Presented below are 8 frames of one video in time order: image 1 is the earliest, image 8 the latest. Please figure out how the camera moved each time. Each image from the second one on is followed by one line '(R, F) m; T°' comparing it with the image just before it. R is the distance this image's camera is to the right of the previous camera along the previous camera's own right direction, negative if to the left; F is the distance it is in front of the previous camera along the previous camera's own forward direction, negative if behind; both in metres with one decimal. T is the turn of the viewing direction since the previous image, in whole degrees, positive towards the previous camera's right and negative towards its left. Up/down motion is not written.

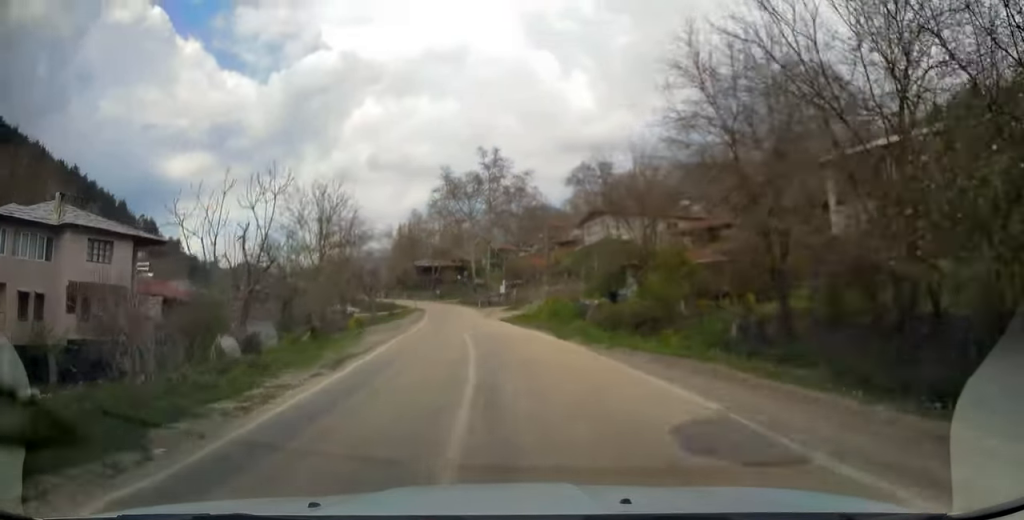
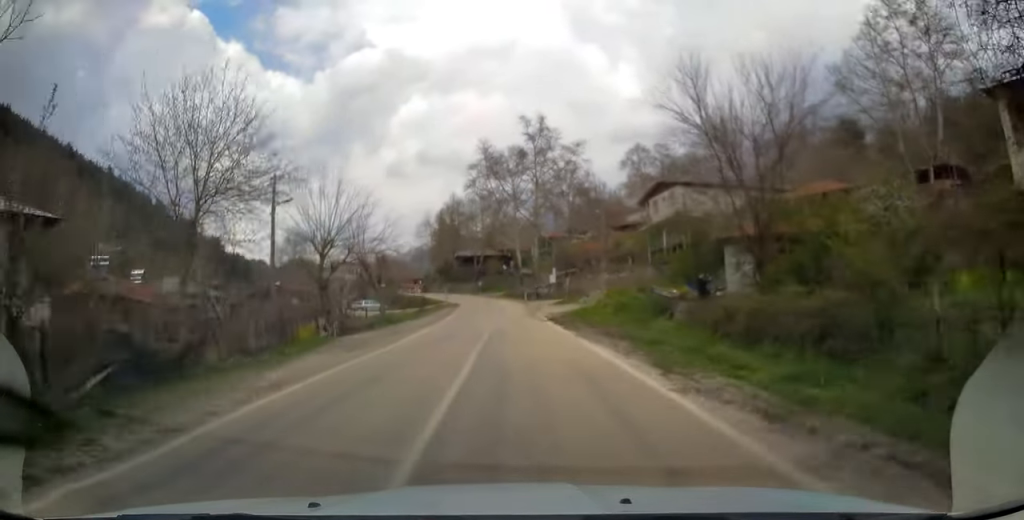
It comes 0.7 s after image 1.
(-0.5, +12.8) m; -5°
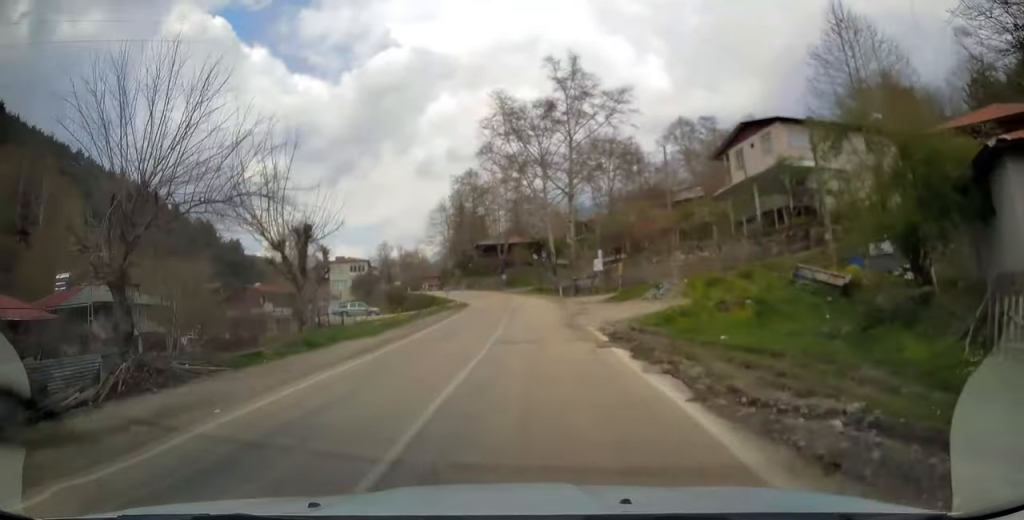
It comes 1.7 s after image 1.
(-1.0, +18.6) m; -5°
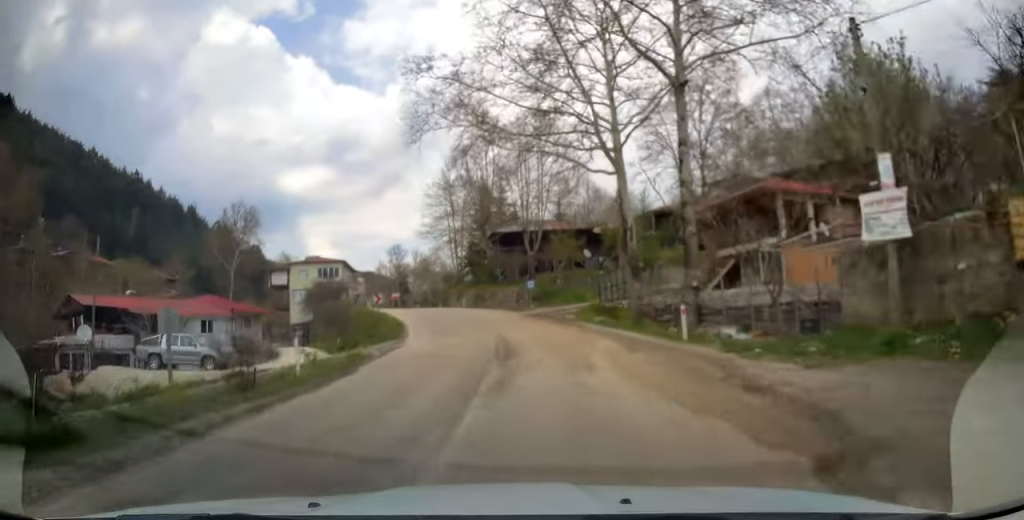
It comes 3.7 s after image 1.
(-2.1, +35.9) m; -7°
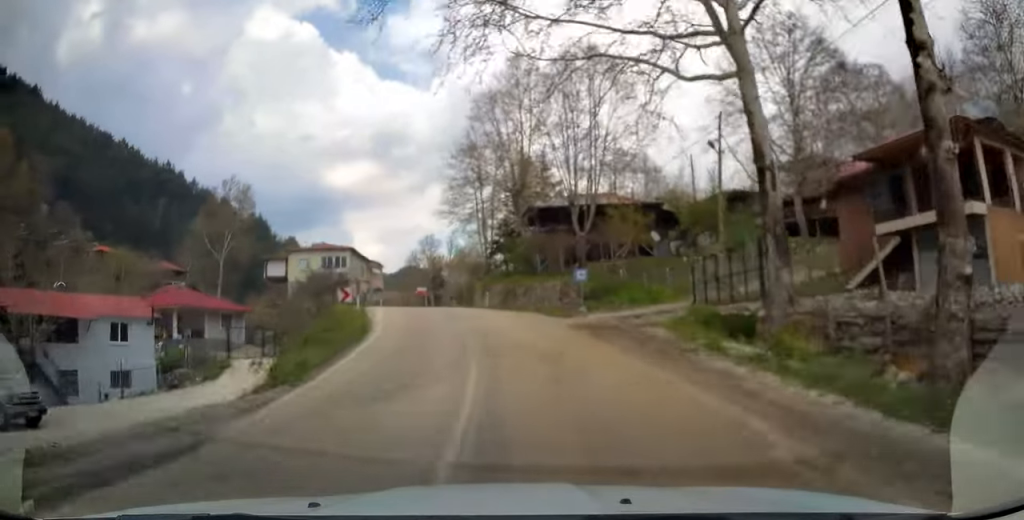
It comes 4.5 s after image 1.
(-0.2, +14.4) m; -4°
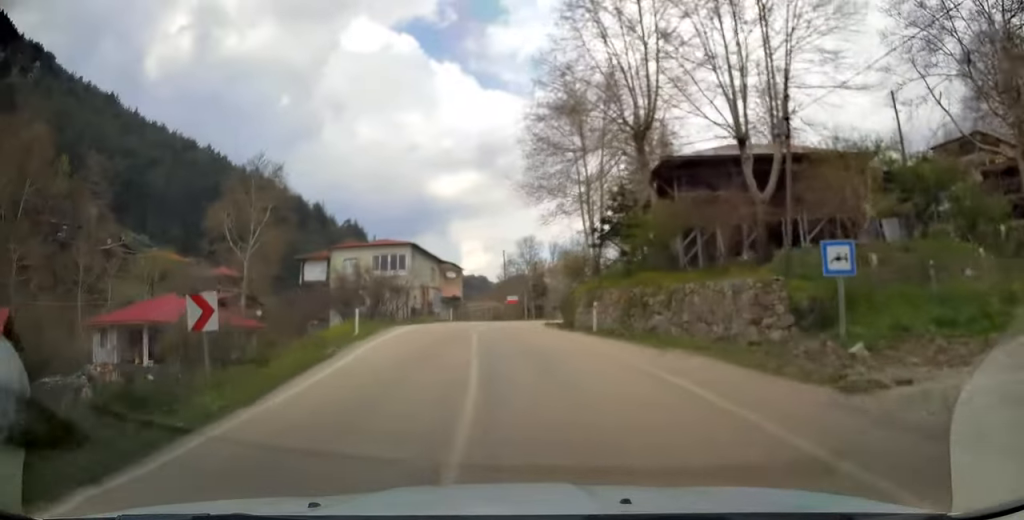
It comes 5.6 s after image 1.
(-1.2, +17.0) m; -7°
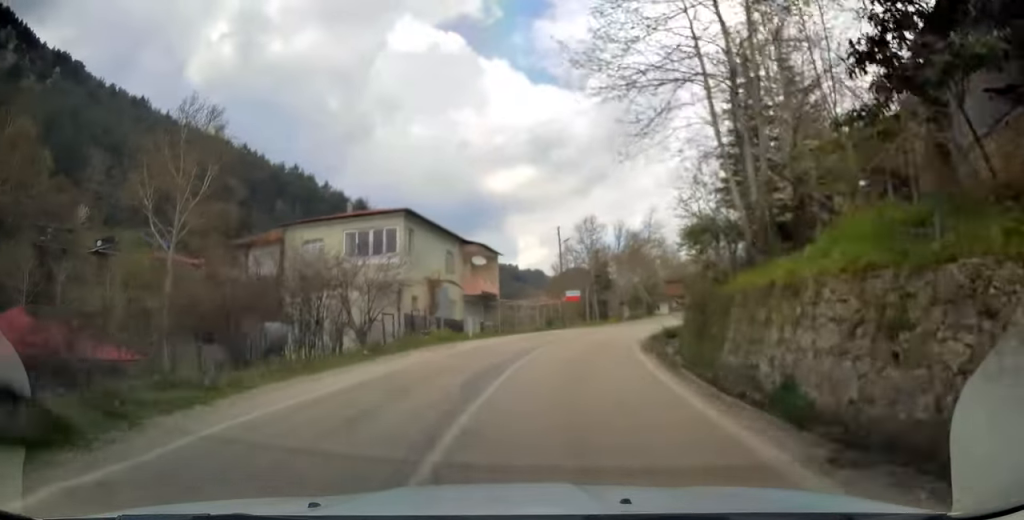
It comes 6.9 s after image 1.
(-1.2, +19.7) m; -4°
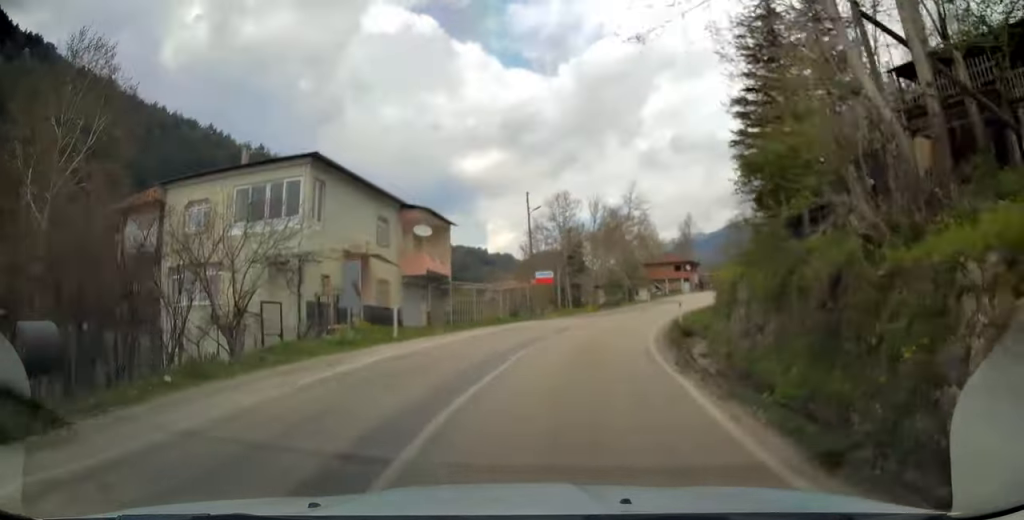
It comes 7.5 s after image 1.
(-0.1, +9.1) m; +1°
